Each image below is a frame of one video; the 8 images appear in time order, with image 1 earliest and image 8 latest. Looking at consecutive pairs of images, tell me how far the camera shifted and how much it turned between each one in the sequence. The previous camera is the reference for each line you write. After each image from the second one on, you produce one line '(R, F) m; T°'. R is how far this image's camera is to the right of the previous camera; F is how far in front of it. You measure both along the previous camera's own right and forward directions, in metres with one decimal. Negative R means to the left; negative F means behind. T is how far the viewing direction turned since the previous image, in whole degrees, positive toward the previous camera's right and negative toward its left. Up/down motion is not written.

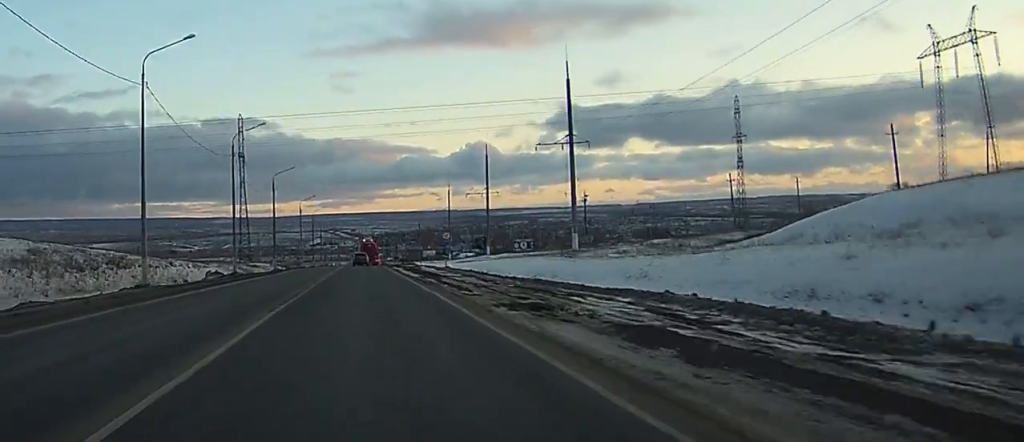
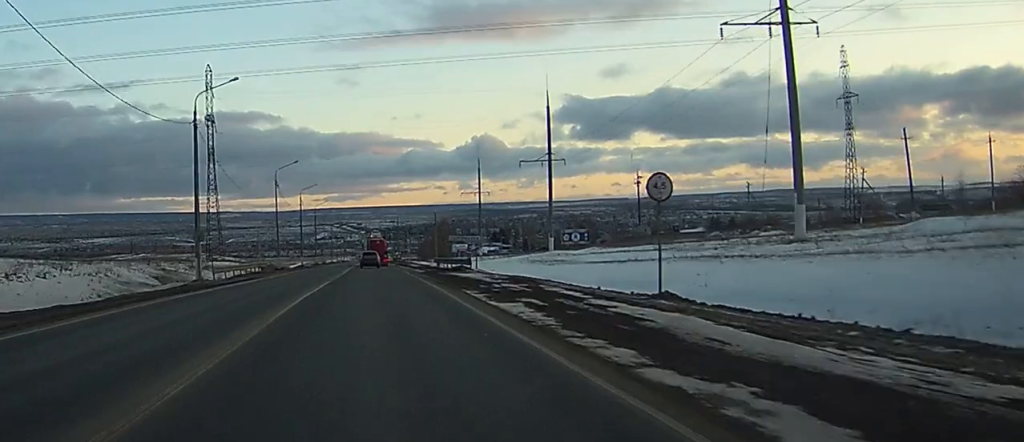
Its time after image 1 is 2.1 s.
(-0.3, +52.6) m; 0°
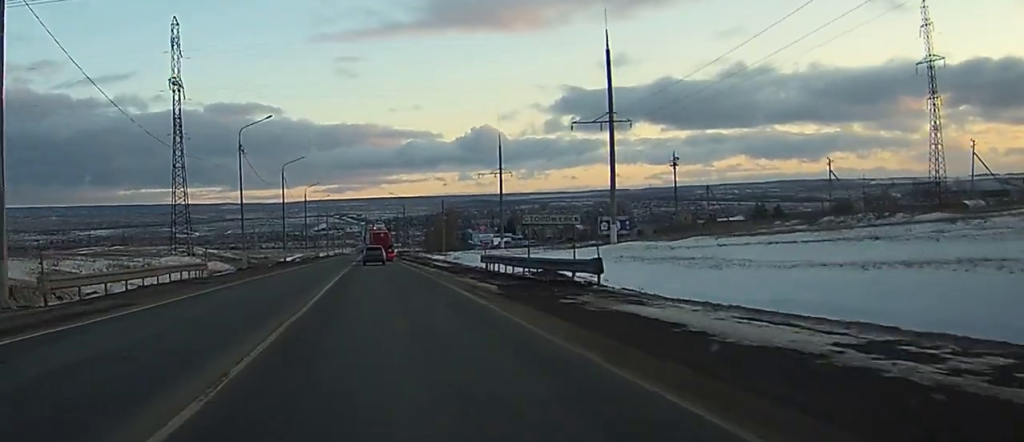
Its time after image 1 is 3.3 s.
(-0.2, +30.6) m; -1°
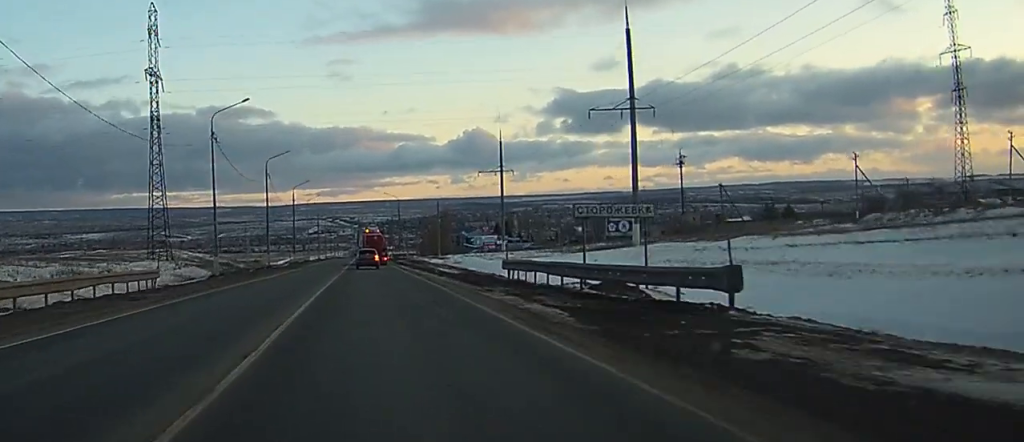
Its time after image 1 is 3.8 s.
(0.0, +10.1) m; 0°
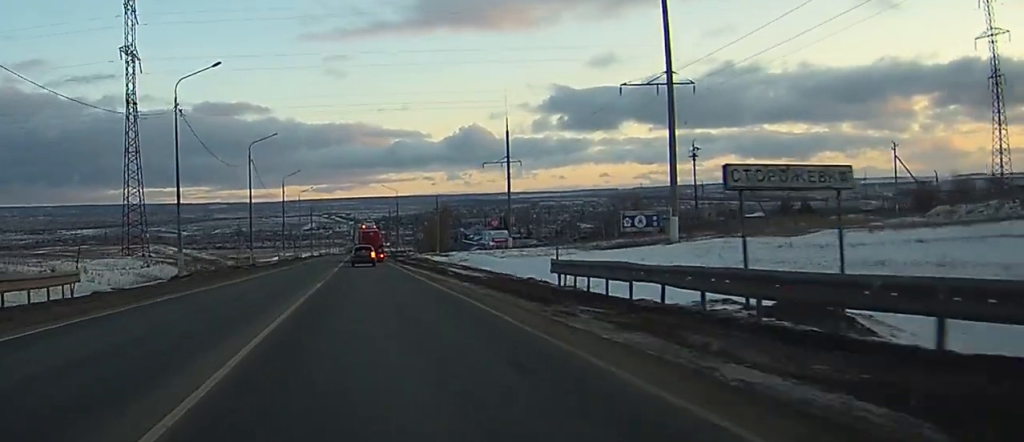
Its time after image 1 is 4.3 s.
(0.0, +11.4) m; 0°
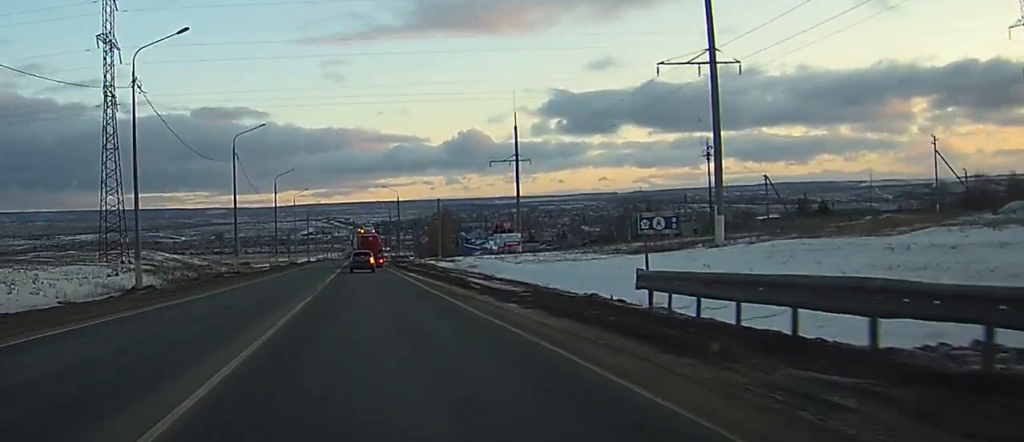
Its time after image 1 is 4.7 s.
(0.0, +9.8) m; 0°
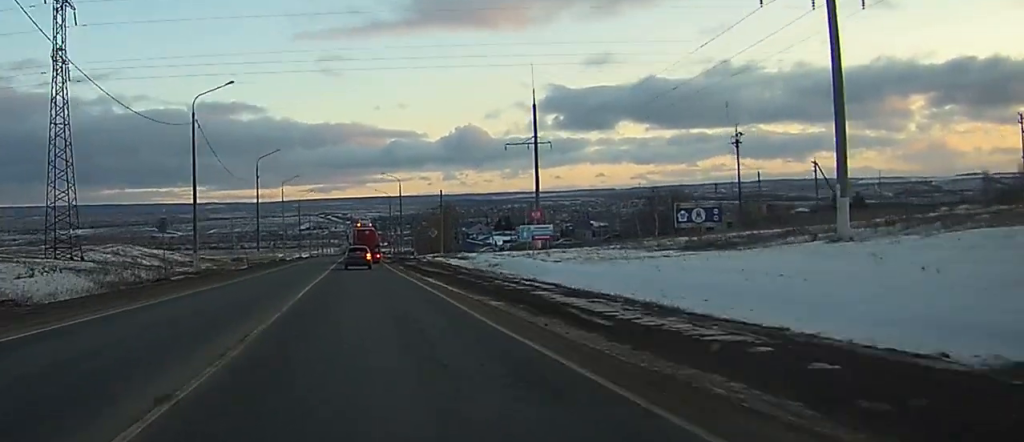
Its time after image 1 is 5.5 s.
(+0.1, +17.5) m; 0°
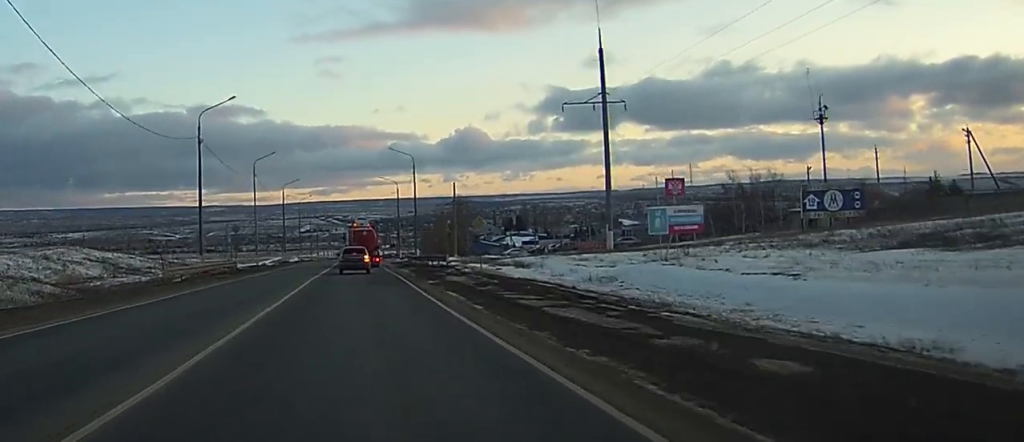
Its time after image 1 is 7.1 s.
(0.0, +34.5) m; 0°
